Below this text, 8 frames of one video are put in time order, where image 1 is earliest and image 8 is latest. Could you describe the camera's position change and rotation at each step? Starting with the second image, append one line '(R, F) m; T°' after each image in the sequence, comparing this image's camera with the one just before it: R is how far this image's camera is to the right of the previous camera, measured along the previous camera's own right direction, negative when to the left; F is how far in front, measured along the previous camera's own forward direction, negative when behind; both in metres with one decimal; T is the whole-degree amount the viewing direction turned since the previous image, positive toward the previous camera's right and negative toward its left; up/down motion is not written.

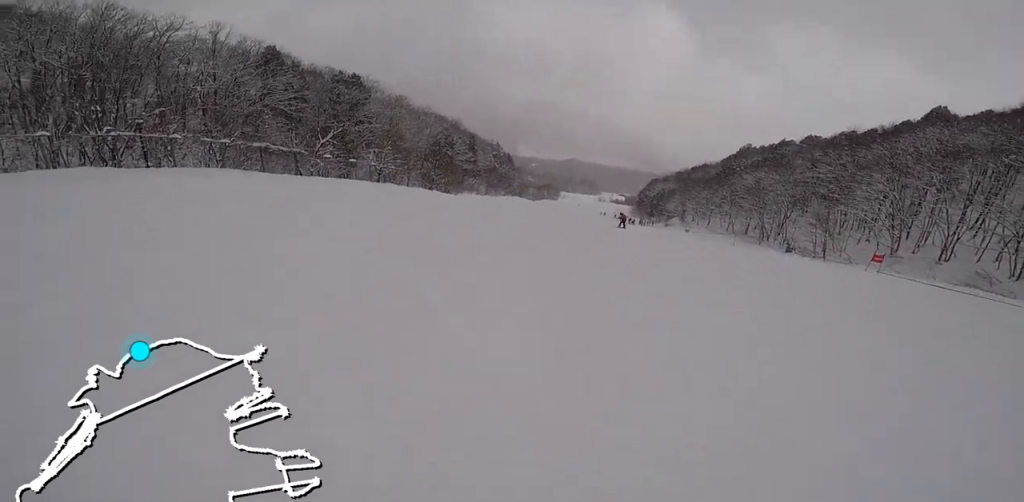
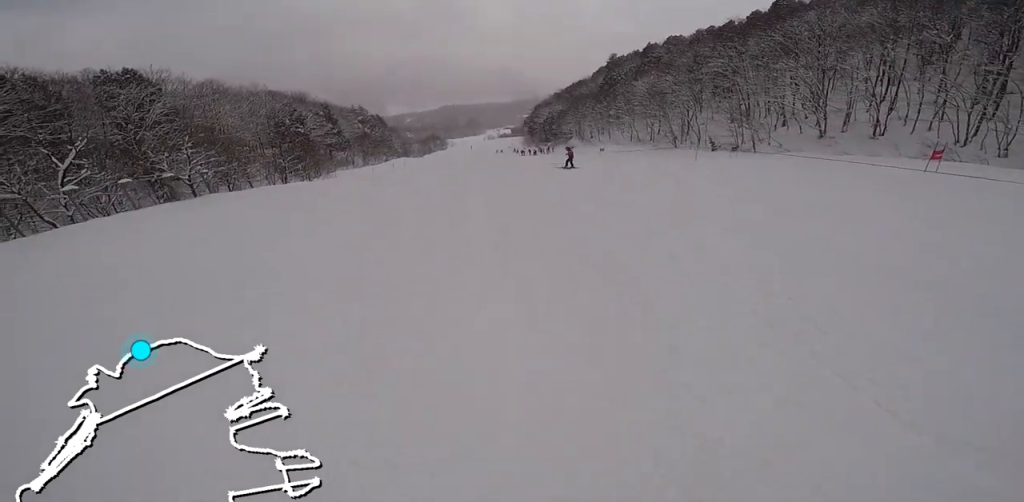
(+2.3, +10.4) m; +24°
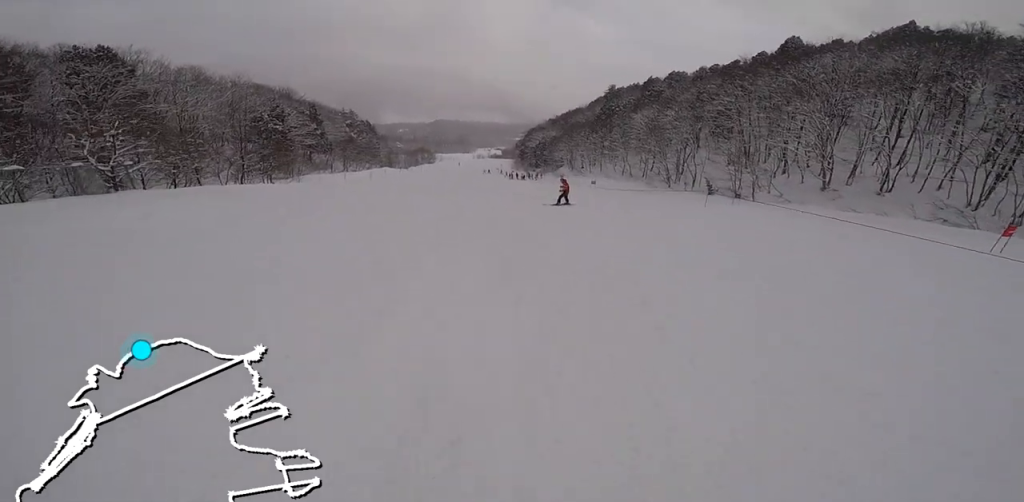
(+1.0, +4.7) m; -6°
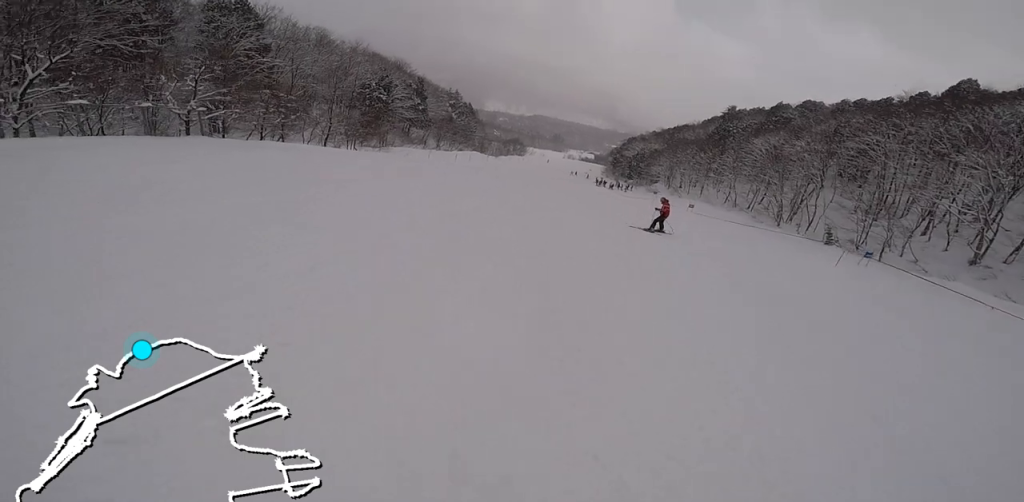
(-0.4, +4.1) m; -5°
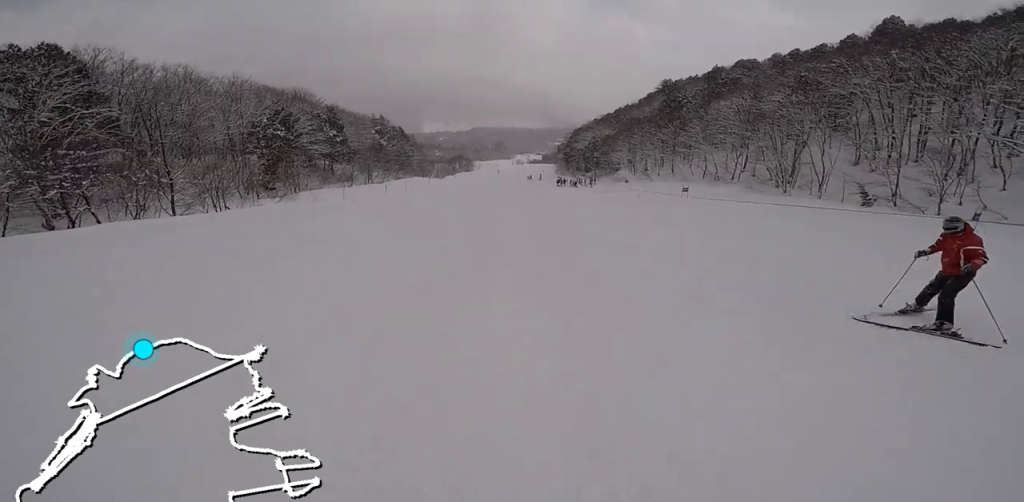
(-1.4, +12.2) m; +7°
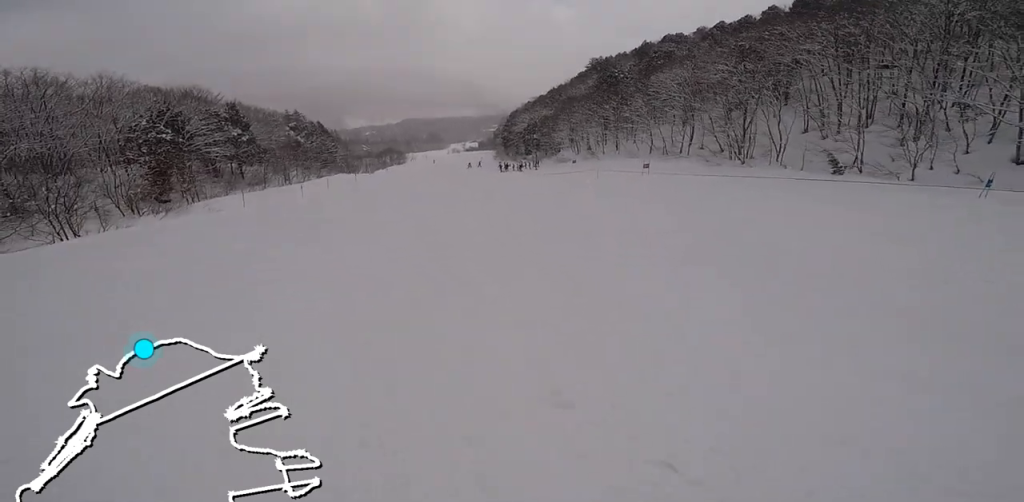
(+0.6, +5.6) m; +6°
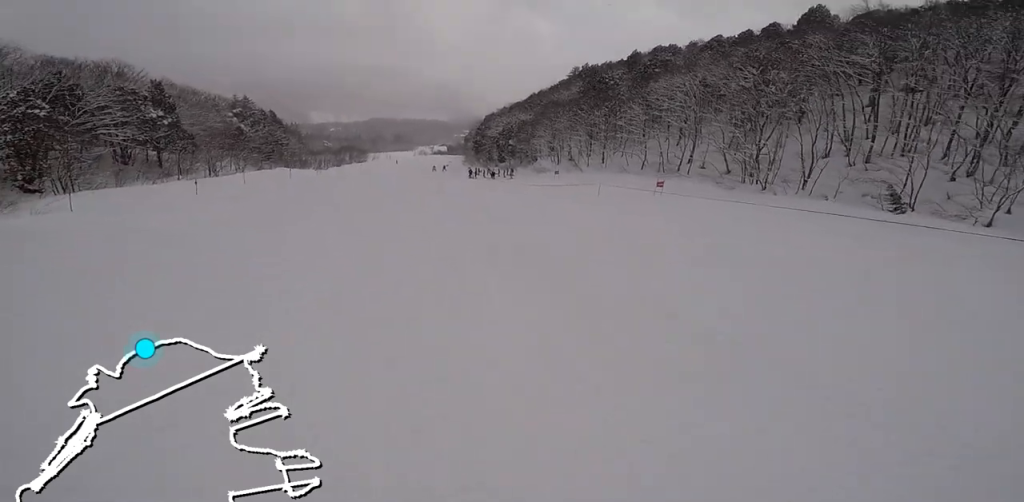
(+0.8, +10.1) m; -4°
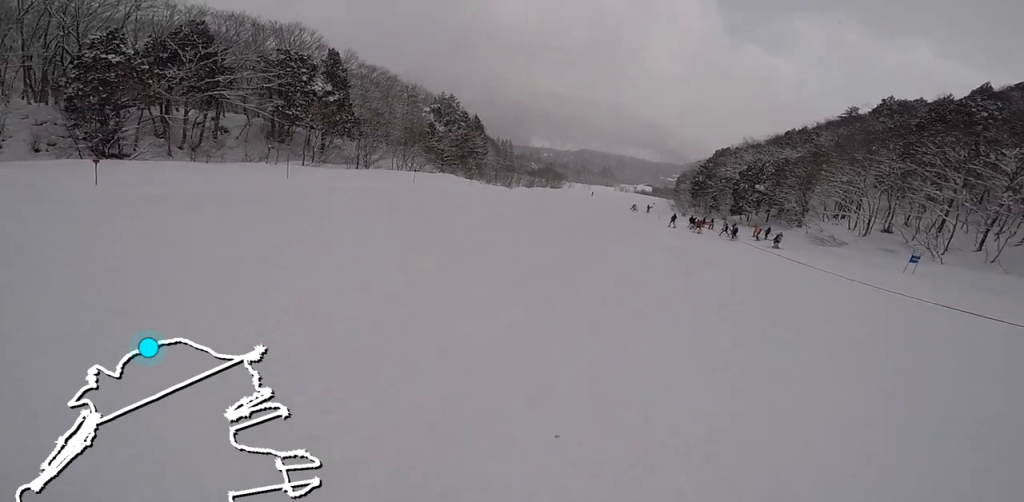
(-5.8, +24.2) m; -13°
